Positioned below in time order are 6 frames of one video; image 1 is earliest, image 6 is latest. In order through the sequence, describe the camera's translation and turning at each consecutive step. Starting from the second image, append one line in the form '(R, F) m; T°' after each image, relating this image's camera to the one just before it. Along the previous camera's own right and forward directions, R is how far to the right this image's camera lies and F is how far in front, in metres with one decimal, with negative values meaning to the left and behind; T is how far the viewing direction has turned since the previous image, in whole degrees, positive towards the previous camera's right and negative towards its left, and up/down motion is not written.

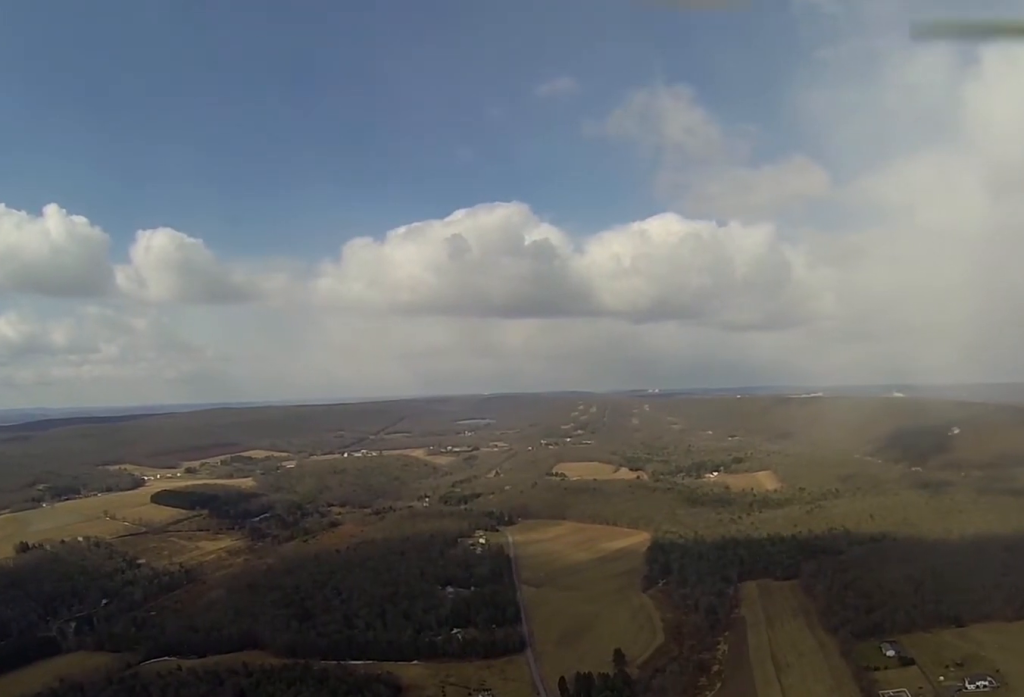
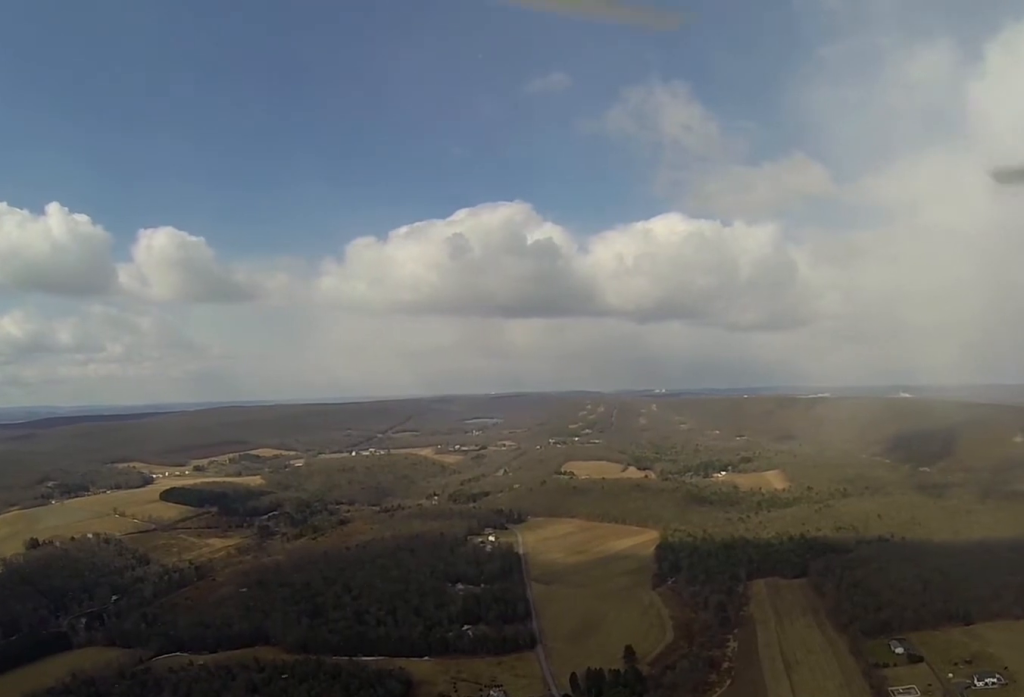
(-0.1, +6.4) m; -2°
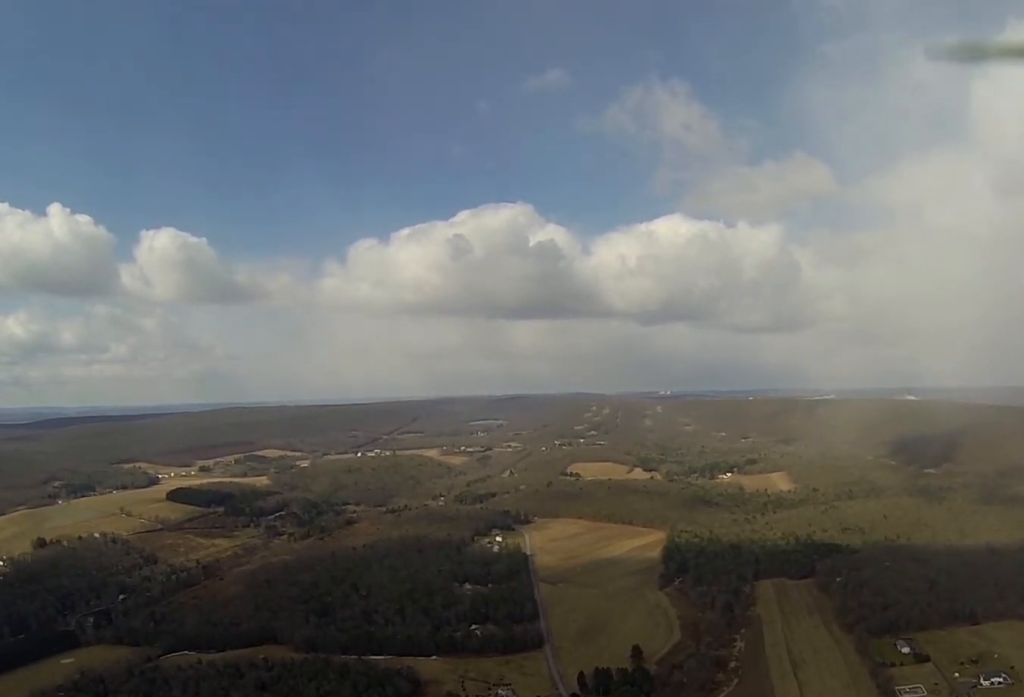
(0.0, +4.7) m; 0°
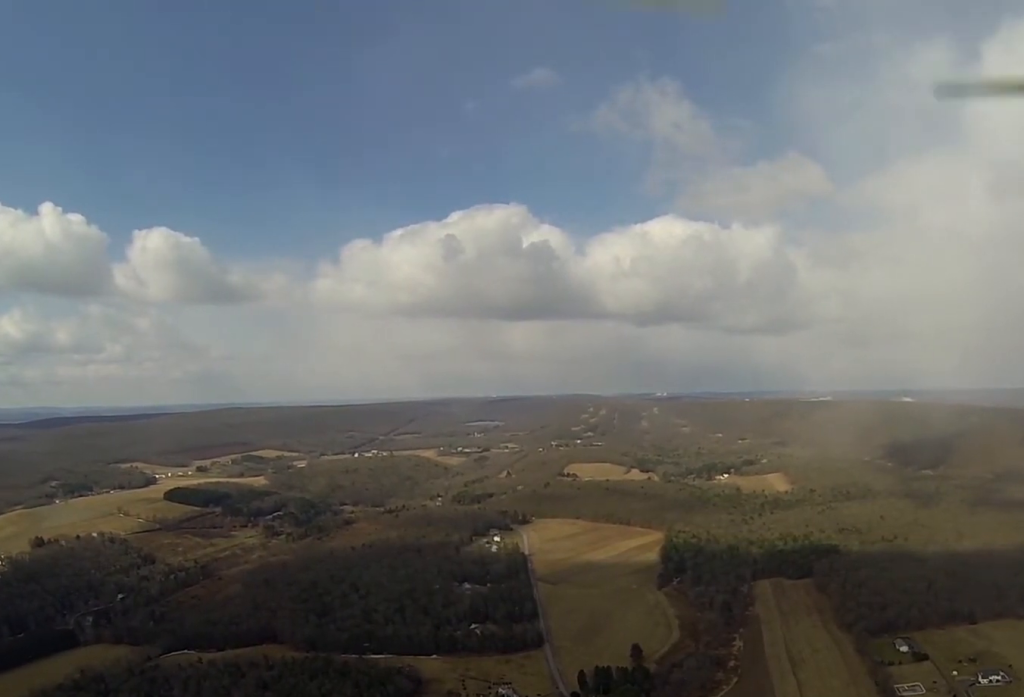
(-0.1, +4.8) m; -3°
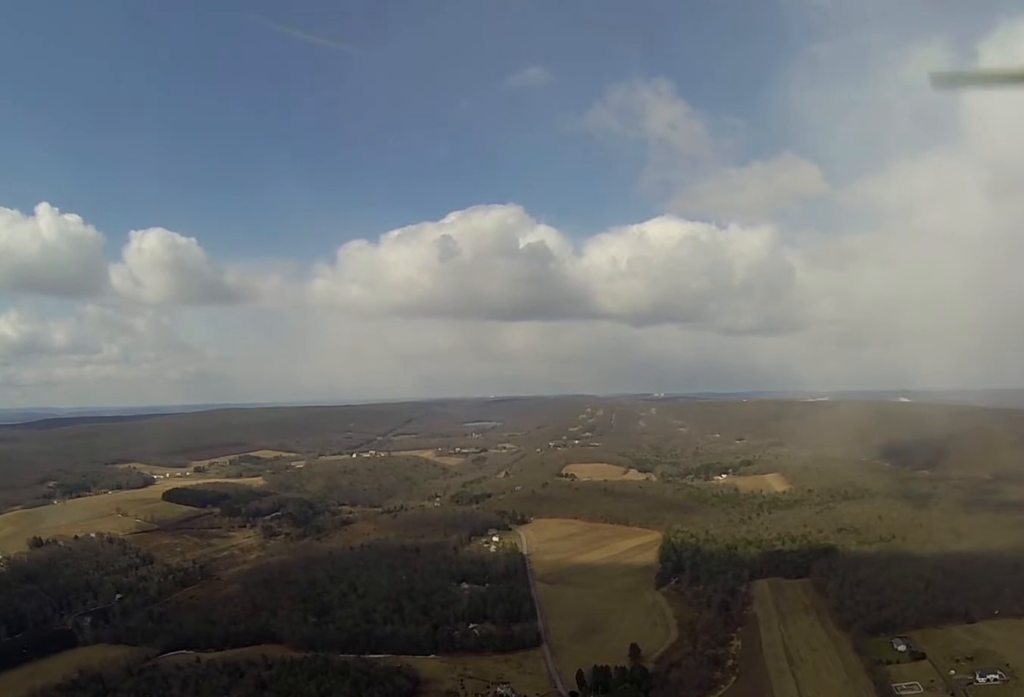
(0.0, +1.8) m; 0°
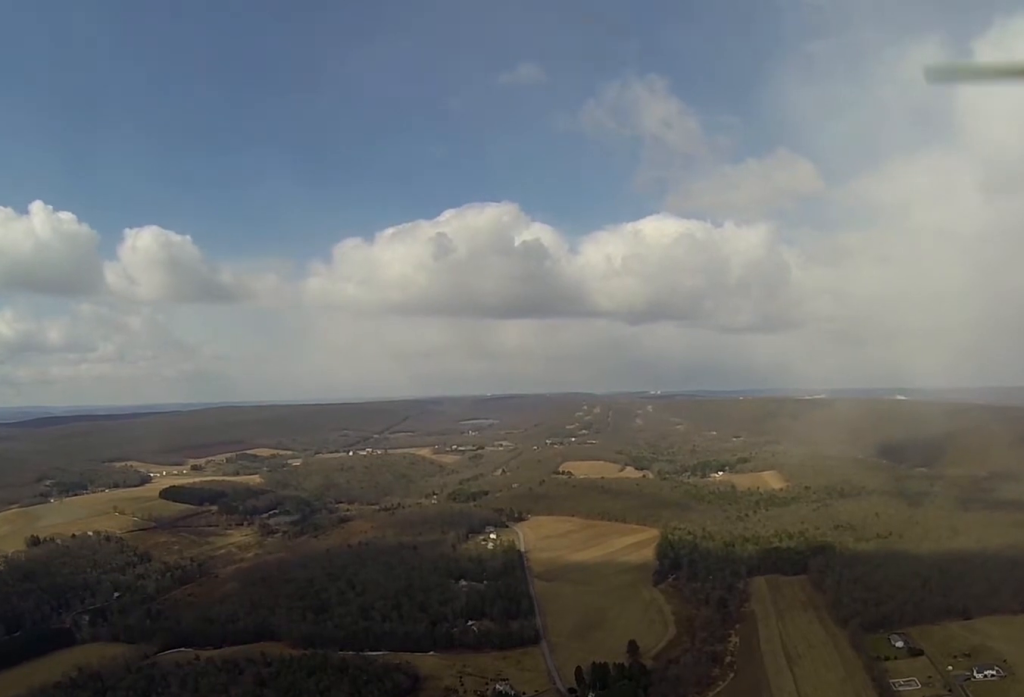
(0.0, +2.7) m; 0°
